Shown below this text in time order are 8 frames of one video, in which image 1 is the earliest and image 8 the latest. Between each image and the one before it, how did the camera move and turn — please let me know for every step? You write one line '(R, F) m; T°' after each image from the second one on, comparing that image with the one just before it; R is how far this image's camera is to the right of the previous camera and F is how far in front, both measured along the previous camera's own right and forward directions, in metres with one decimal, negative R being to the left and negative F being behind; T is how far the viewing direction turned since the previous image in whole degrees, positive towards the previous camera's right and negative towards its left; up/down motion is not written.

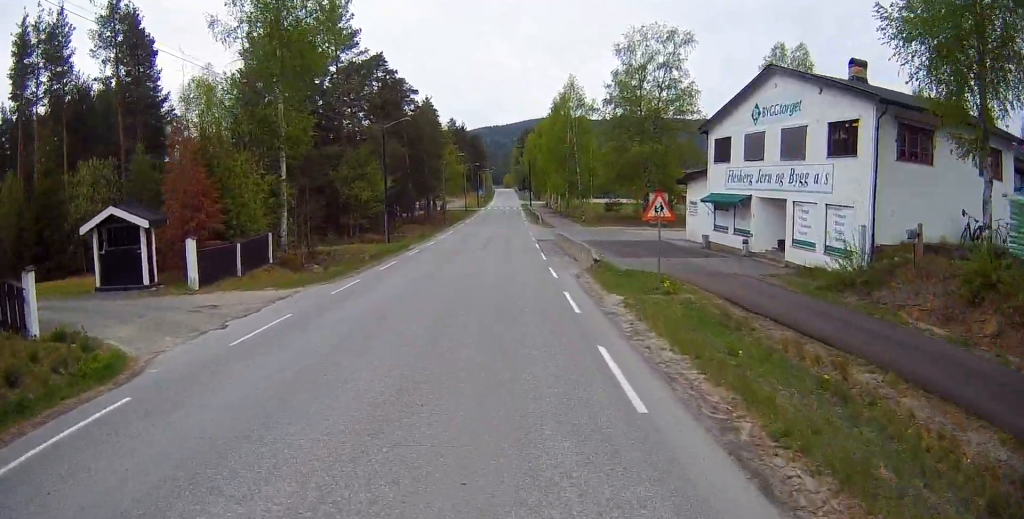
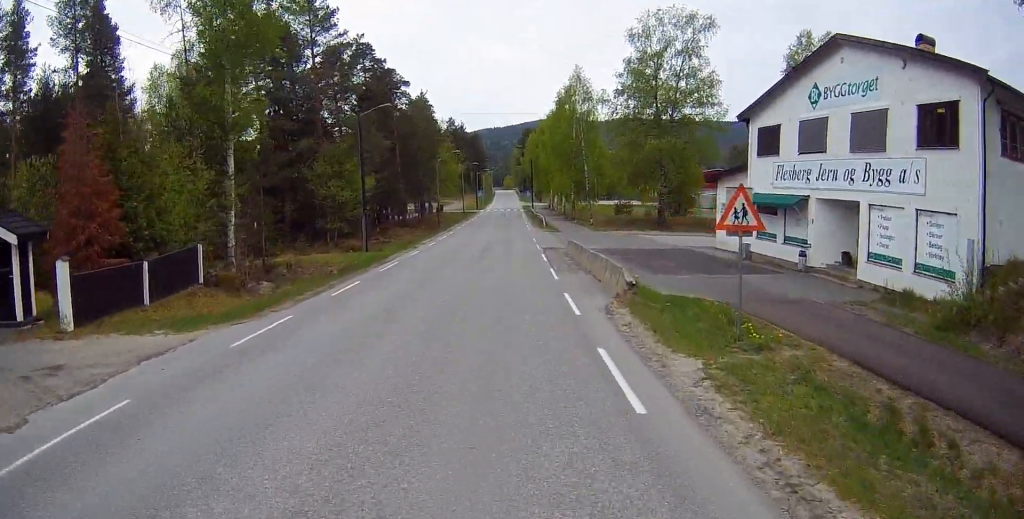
(-0.1, +6.0) m; +2°
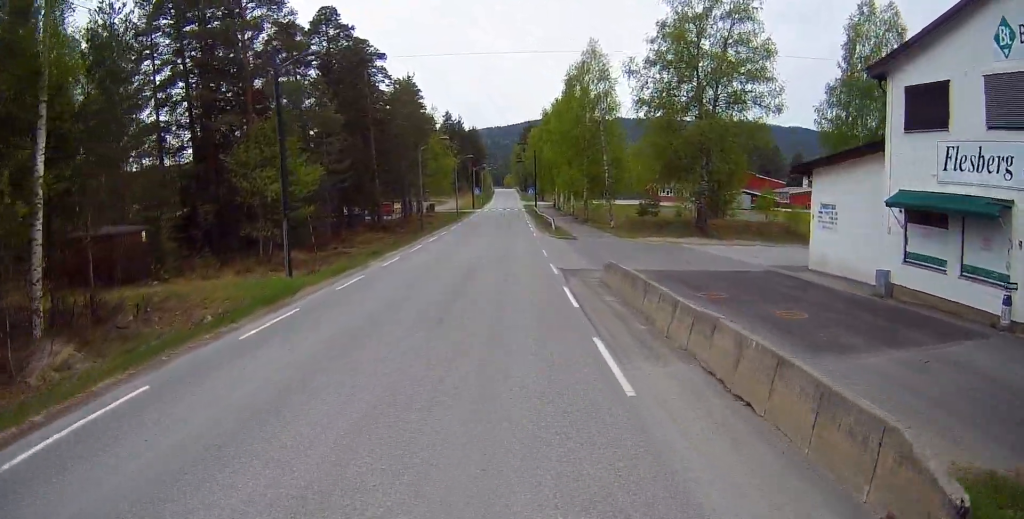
(+0.5, +11.6) m; 0°
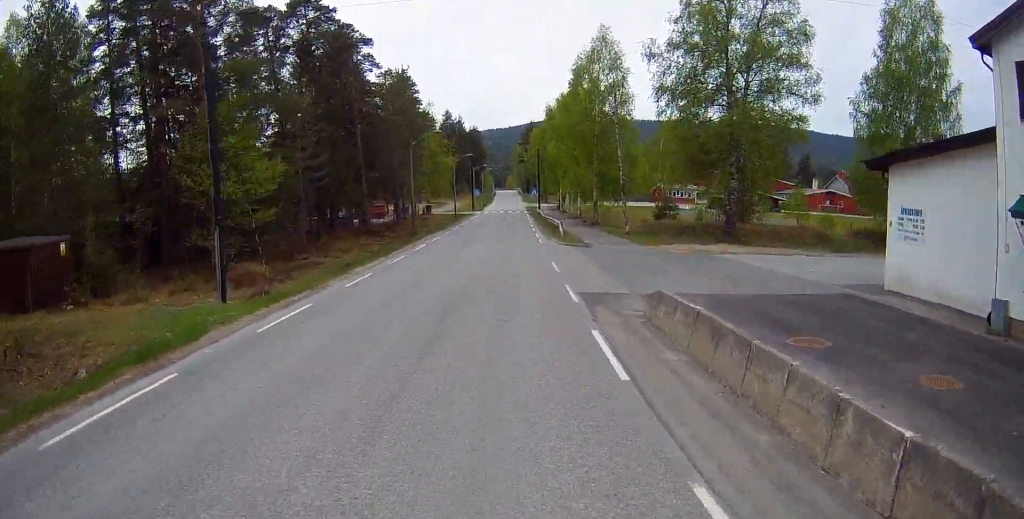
(-0.3, +5.3) m; -2°
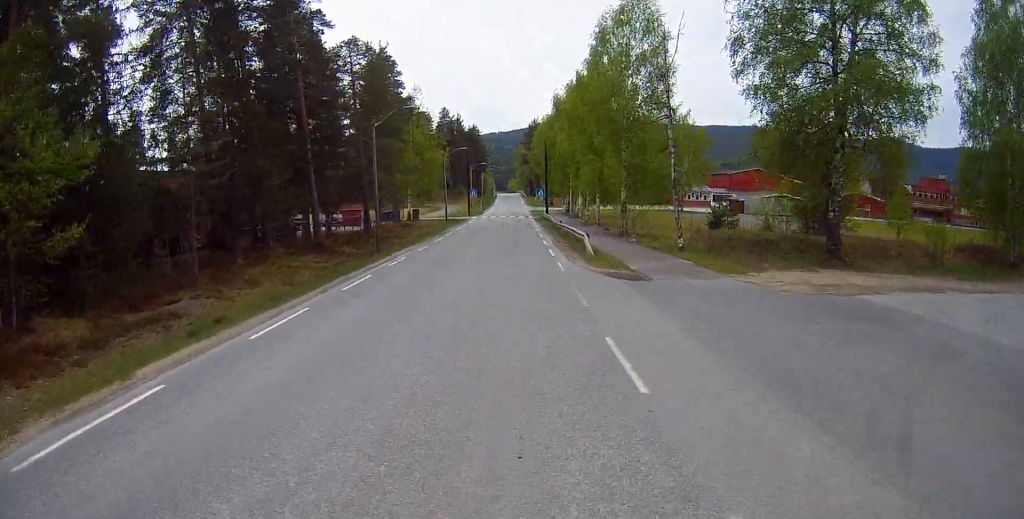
(-0.2, +12.5) m; +1°
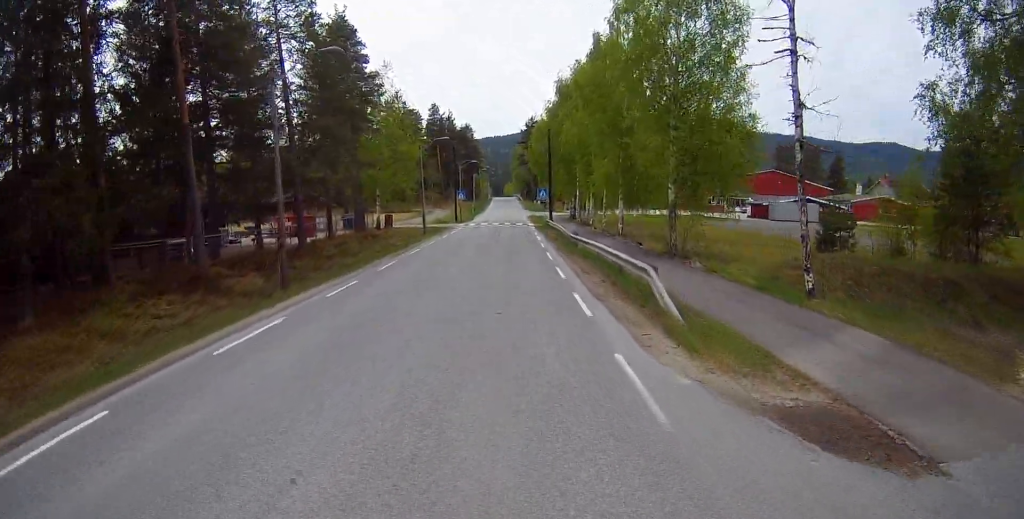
(+0.4, +13.0) m; +1°
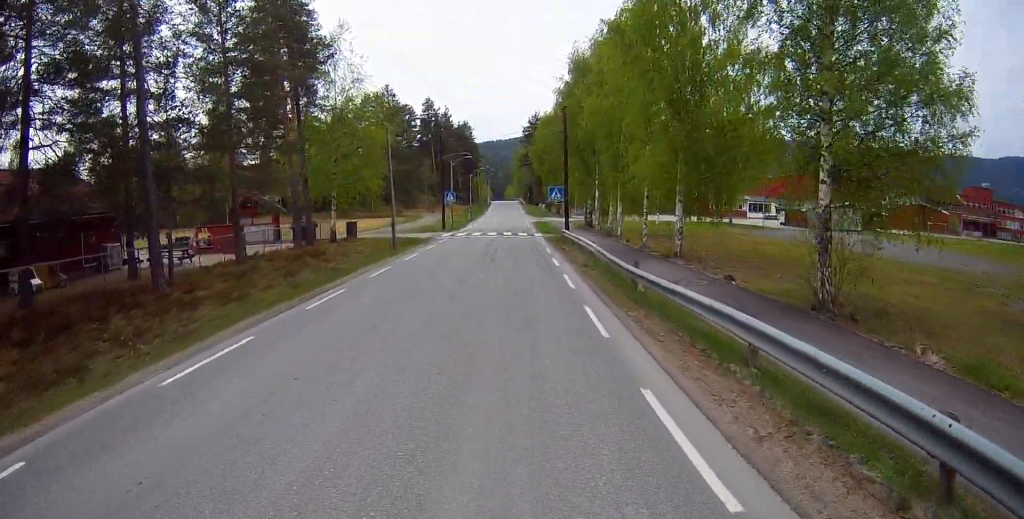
(+0.1, +13.8) m; -1°
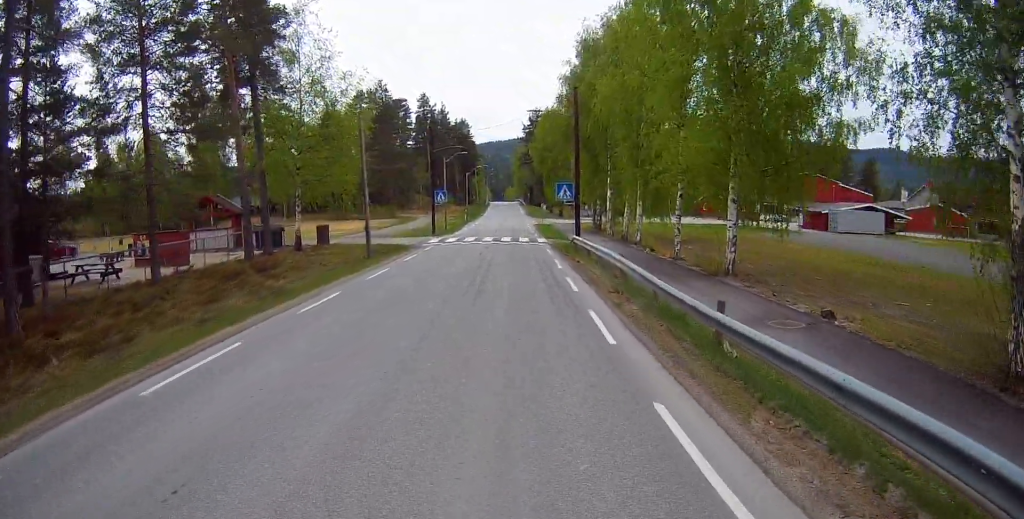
(-0.2, +6.6) m; -1°
